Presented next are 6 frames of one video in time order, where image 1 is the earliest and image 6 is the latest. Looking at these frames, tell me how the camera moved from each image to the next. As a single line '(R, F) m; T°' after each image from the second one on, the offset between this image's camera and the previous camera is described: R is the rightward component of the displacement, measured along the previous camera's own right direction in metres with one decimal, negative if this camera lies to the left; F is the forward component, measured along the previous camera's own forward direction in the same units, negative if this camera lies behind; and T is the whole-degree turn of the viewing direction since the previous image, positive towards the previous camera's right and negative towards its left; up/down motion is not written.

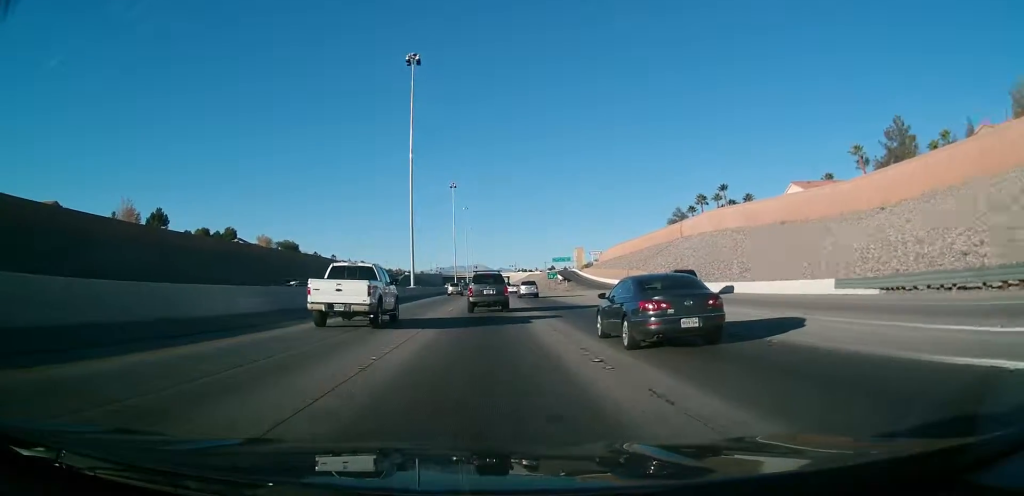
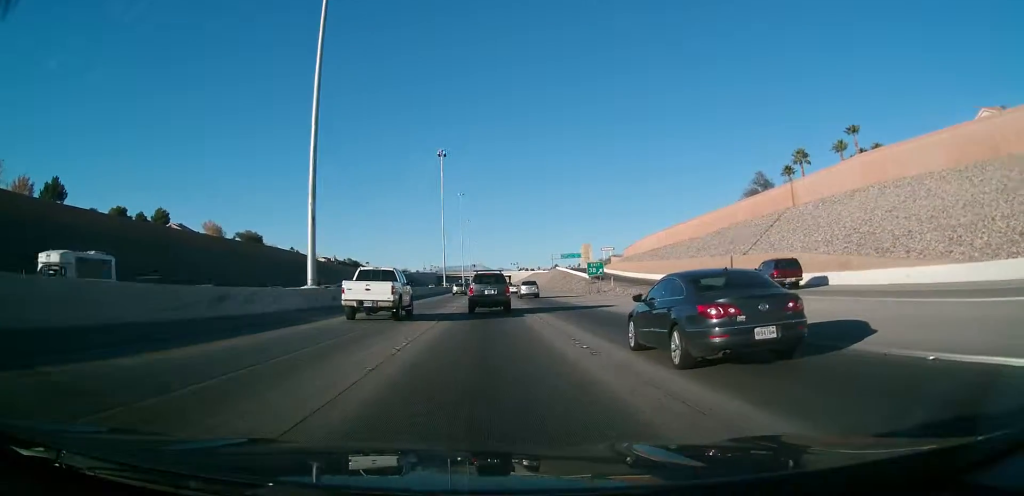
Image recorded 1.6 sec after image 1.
(+0.7, +47.1) m; +1°
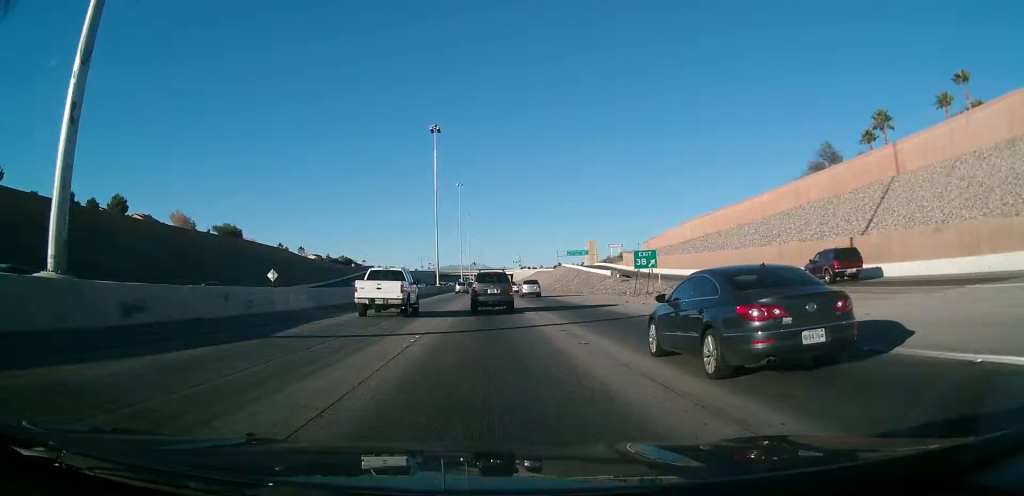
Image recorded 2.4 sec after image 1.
(+0.2, +22.2) m; -1°
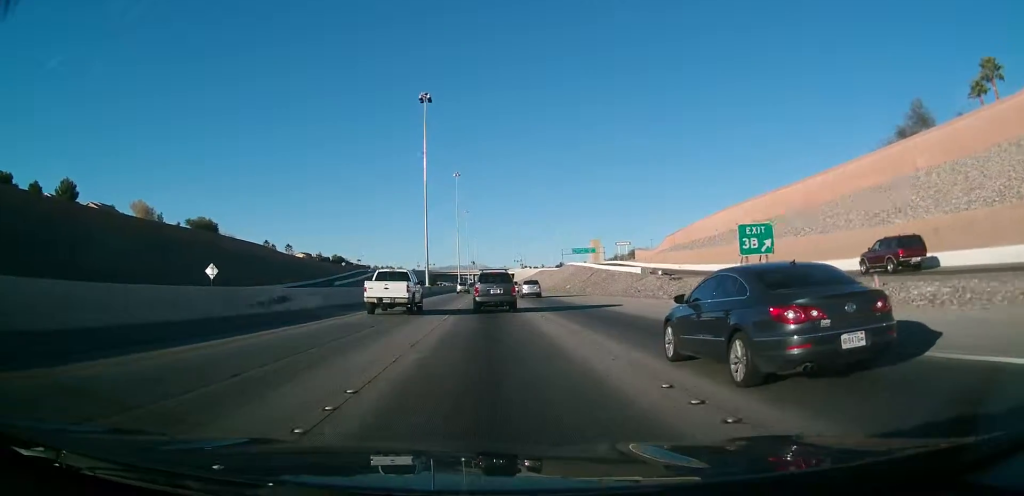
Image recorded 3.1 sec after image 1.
(-0.7, +21.3) m; -1°
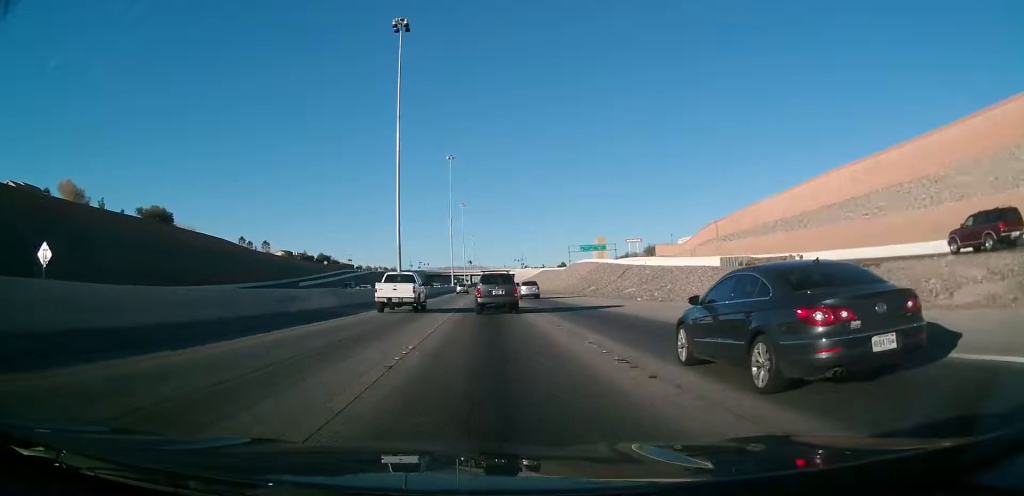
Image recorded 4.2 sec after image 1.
(+0.4, +30.9) m; +1°
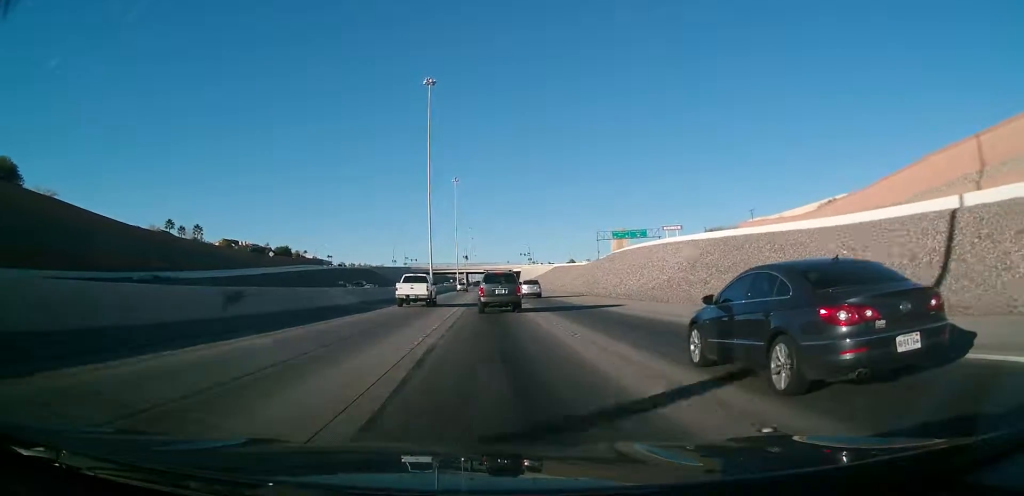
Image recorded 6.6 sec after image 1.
(+1.1, +68.8) m; +1°
